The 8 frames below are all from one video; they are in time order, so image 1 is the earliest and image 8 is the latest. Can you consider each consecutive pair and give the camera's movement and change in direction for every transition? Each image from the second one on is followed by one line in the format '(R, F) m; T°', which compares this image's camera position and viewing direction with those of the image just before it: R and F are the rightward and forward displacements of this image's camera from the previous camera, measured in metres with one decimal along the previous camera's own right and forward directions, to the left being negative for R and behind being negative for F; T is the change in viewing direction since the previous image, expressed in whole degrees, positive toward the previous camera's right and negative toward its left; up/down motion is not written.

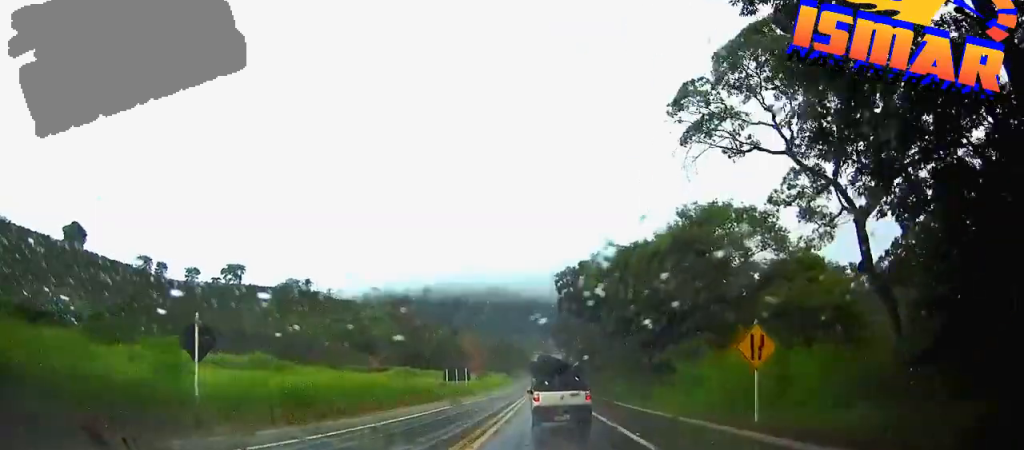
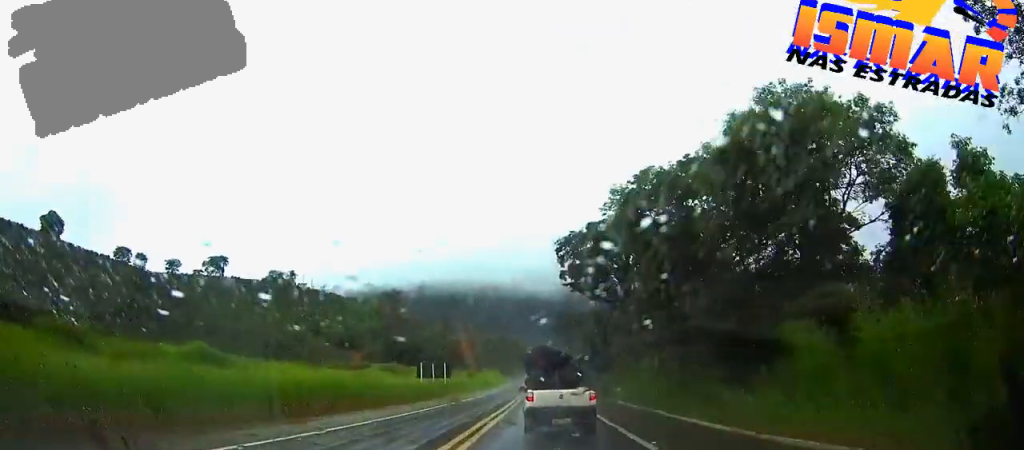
(0.0, +17.0) m; 0°
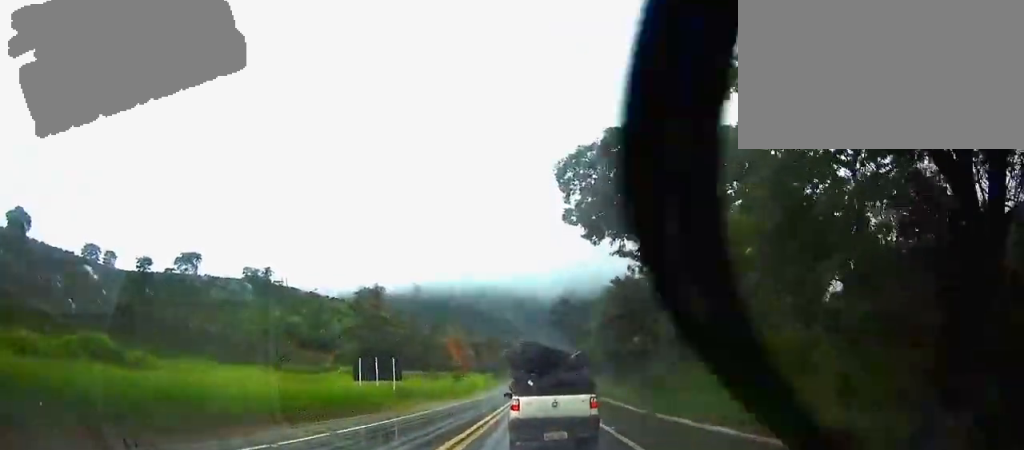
(+0.1, +23.0) m; 0°
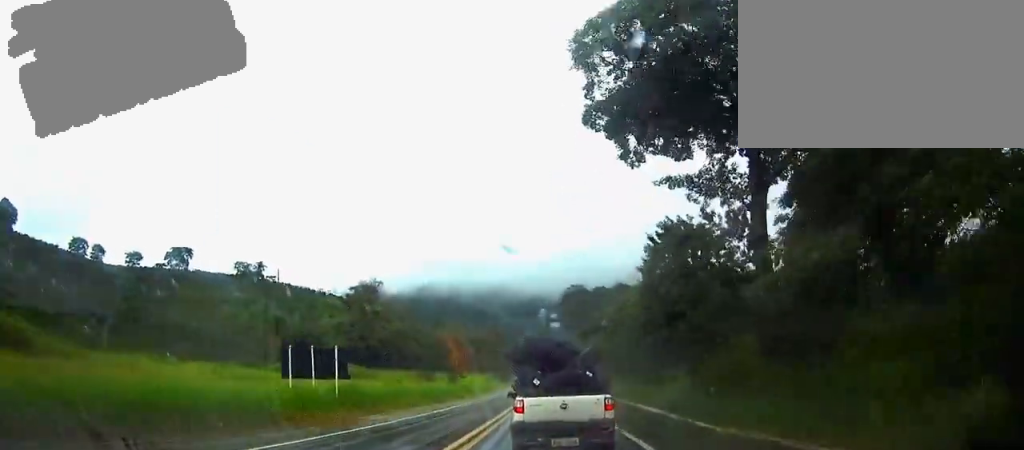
(0.0, +14.8) m; -1°
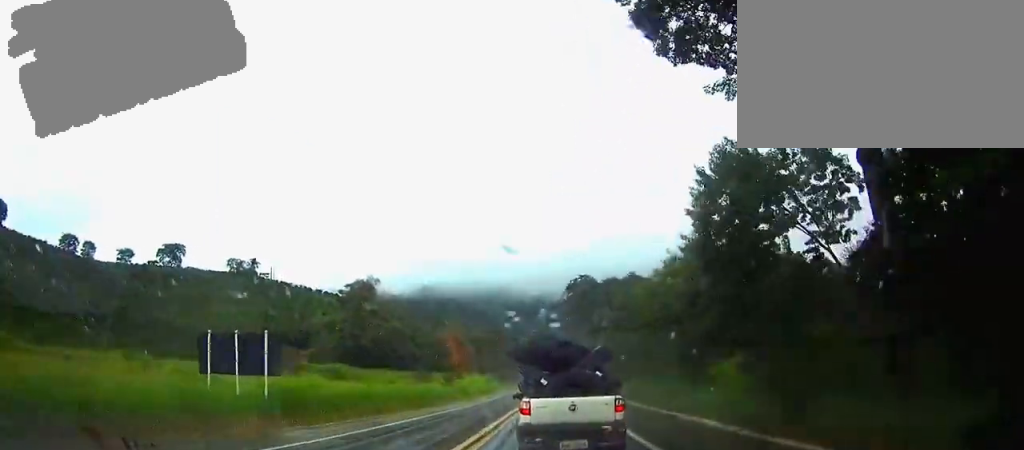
(0.0, +9.0) m; 0°
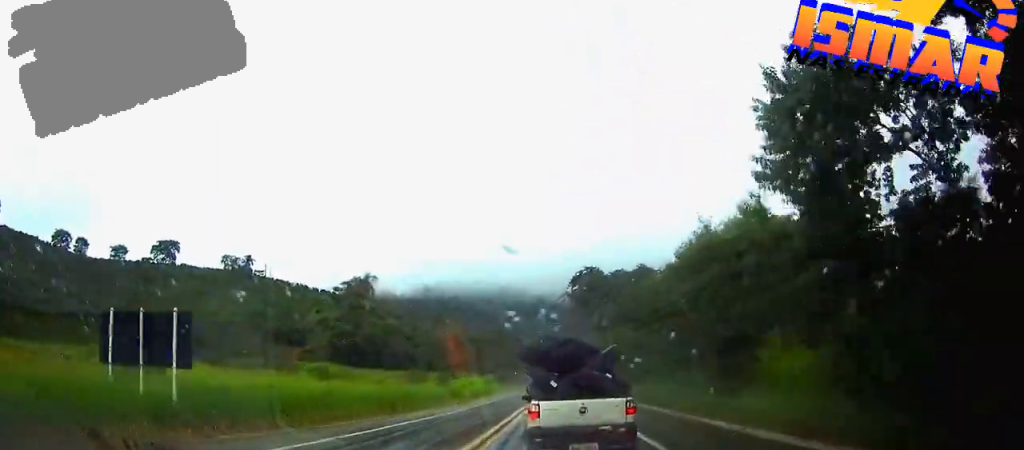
(-0.1, +6.6) m; 0°
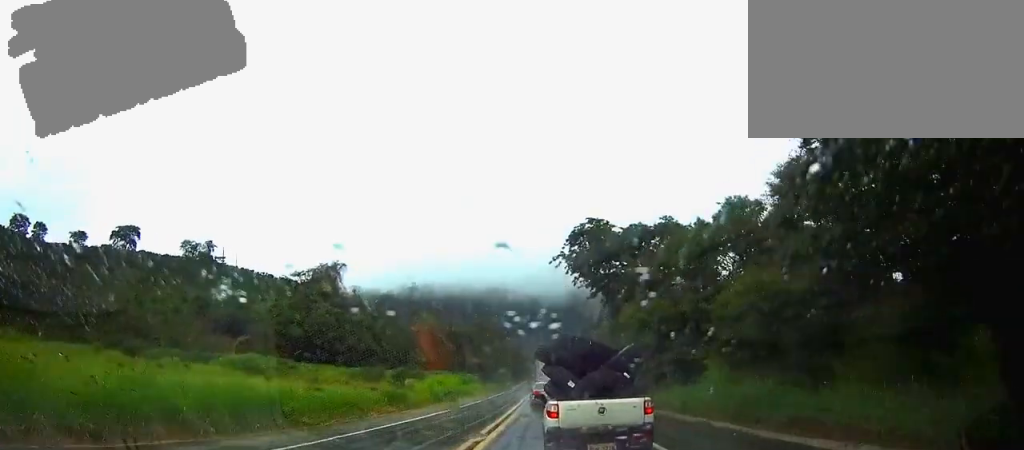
(+0.2, +21.8) m; +1°
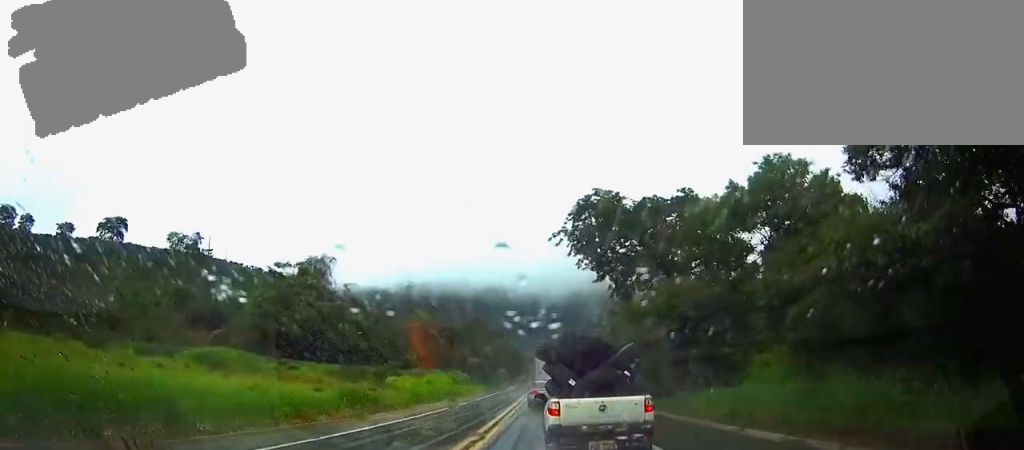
(-0.1, +7.8) m; 0°
